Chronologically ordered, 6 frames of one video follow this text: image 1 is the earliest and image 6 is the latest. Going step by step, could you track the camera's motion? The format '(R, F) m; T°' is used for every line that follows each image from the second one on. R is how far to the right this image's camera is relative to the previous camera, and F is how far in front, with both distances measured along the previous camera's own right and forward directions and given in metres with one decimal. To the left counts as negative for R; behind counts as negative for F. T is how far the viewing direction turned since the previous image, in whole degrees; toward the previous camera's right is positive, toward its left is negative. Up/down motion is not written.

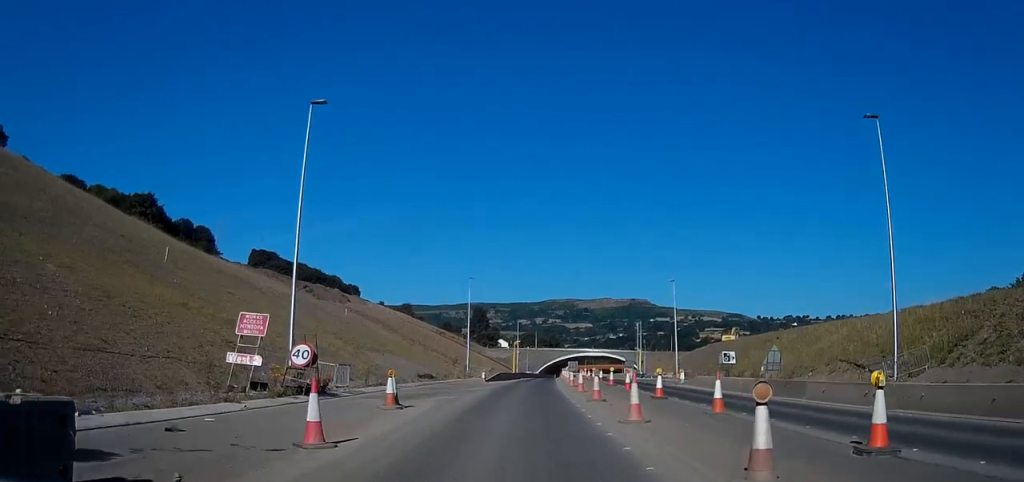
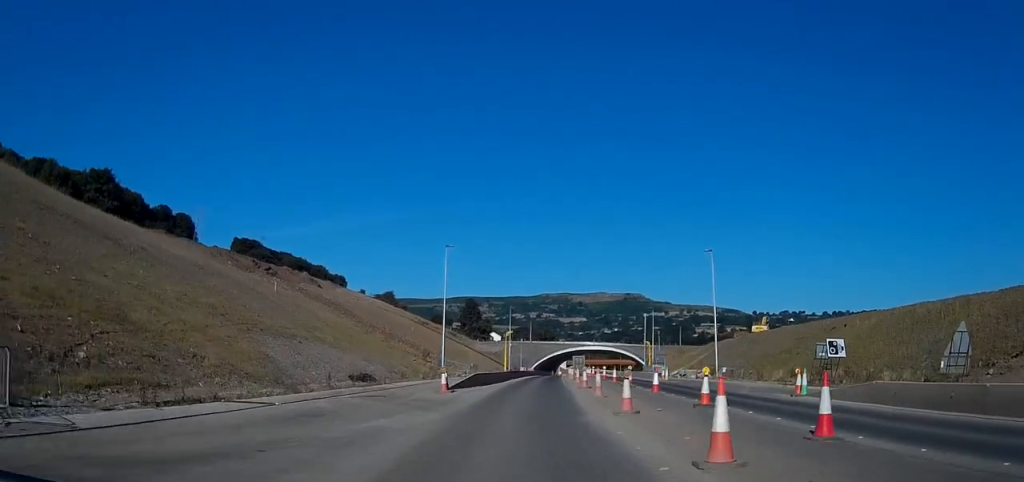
(+0.5, +21.2) m; 0°
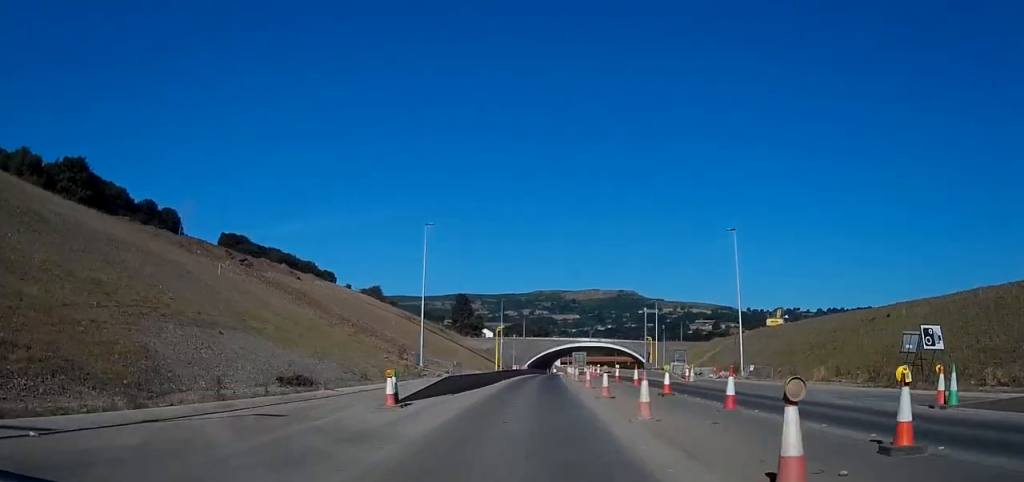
(-0.2, +10.1) m; -1°
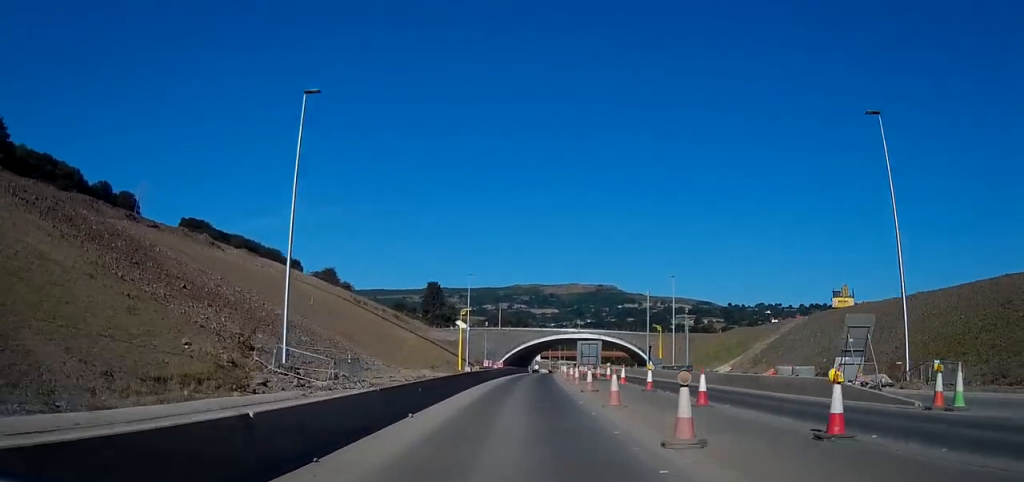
(+0.5, +29.7) m; +3°
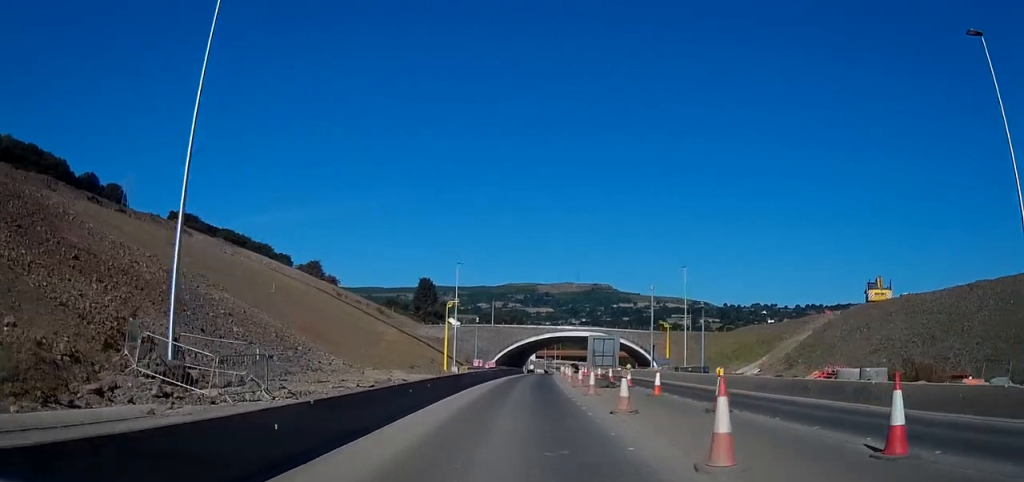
(0.0, +9.8) m; +1°
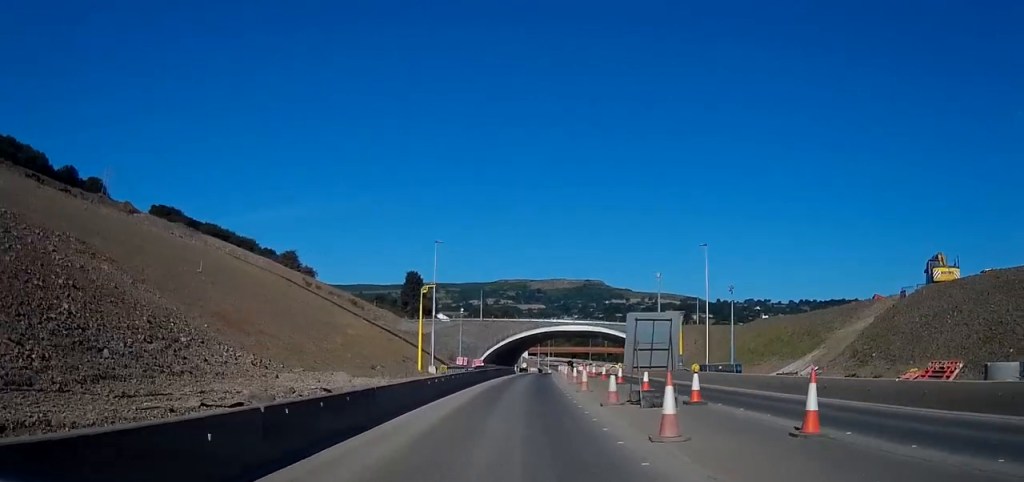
(+0.3, +13.6) m; 0°
